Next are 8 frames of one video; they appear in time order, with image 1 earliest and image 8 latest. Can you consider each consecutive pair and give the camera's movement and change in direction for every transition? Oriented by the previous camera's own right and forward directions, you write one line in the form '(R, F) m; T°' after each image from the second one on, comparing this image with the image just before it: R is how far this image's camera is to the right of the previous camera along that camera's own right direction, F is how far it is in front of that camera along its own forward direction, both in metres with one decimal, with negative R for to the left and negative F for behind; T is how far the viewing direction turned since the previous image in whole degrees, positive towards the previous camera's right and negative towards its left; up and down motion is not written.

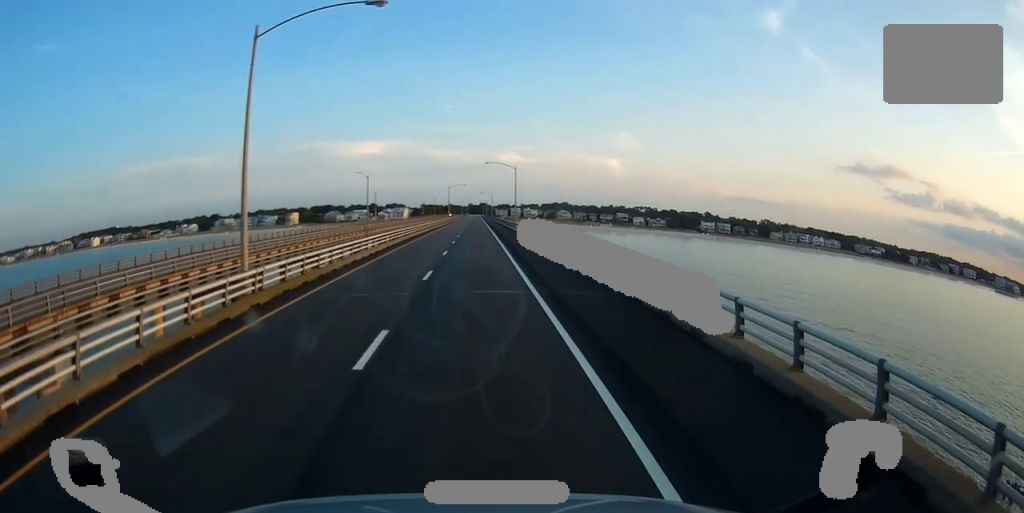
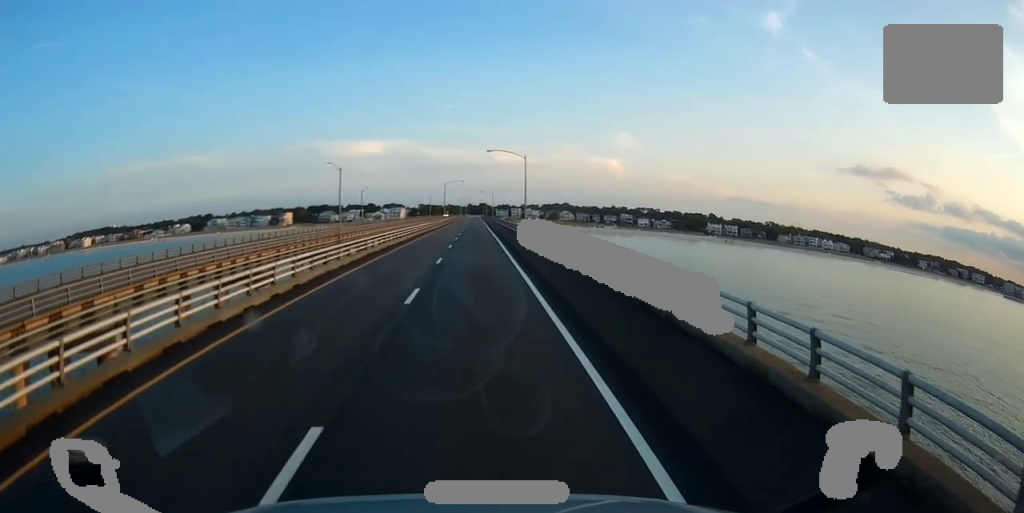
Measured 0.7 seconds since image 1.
(+0.5, +18.1) m; 0°
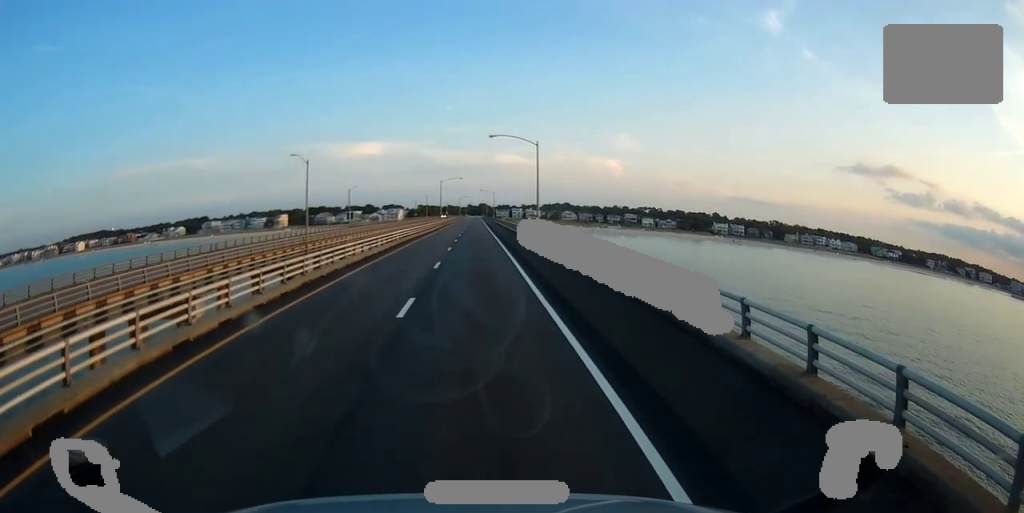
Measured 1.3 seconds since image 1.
(-0.4, +13.9) m; -1°
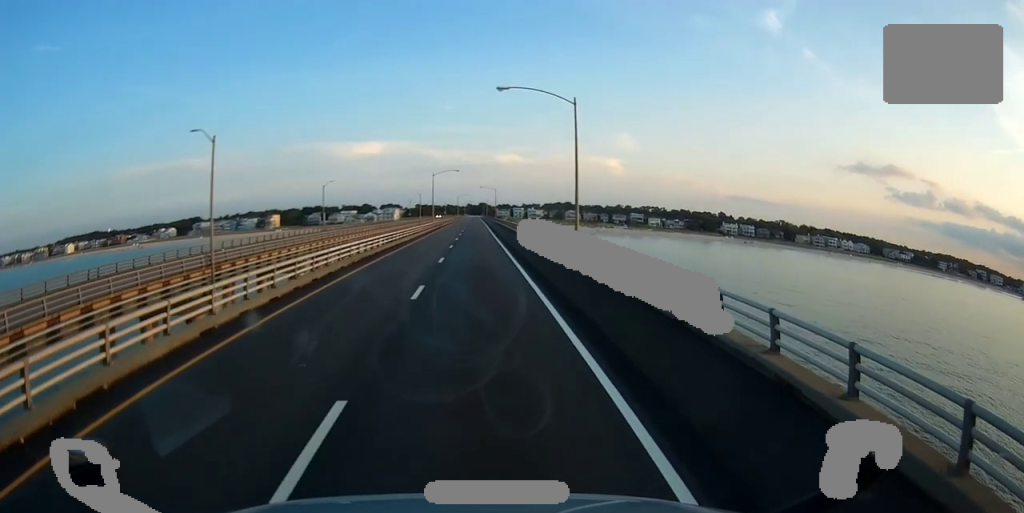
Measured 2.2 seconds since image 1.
(-0.3, +21.9) m; 0°
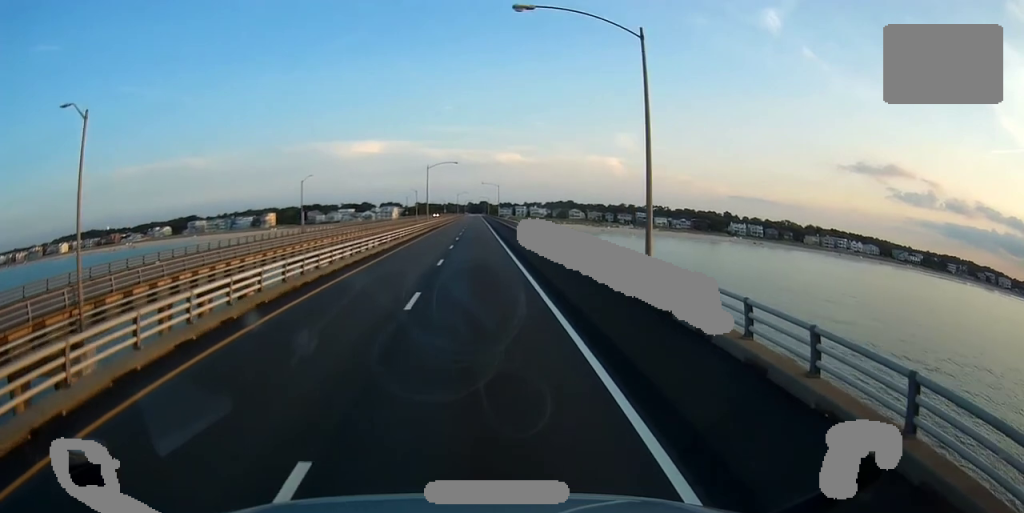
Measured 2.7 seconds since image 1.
(-0.2, +13.9) m; 0°
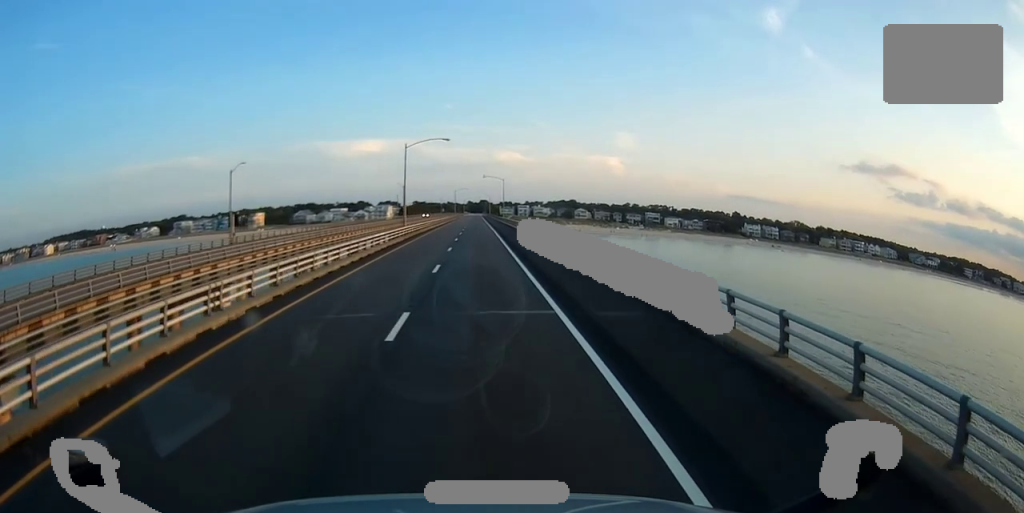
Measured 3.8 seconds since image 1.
(+0.5, +27.9) m; 0°
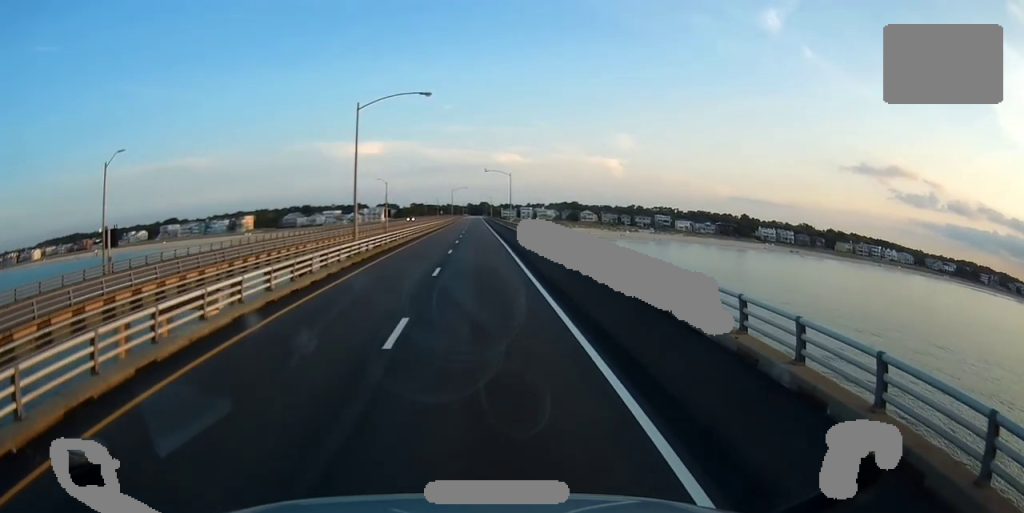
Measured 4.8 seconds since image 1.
(-0.4, +24.9) m; 0°
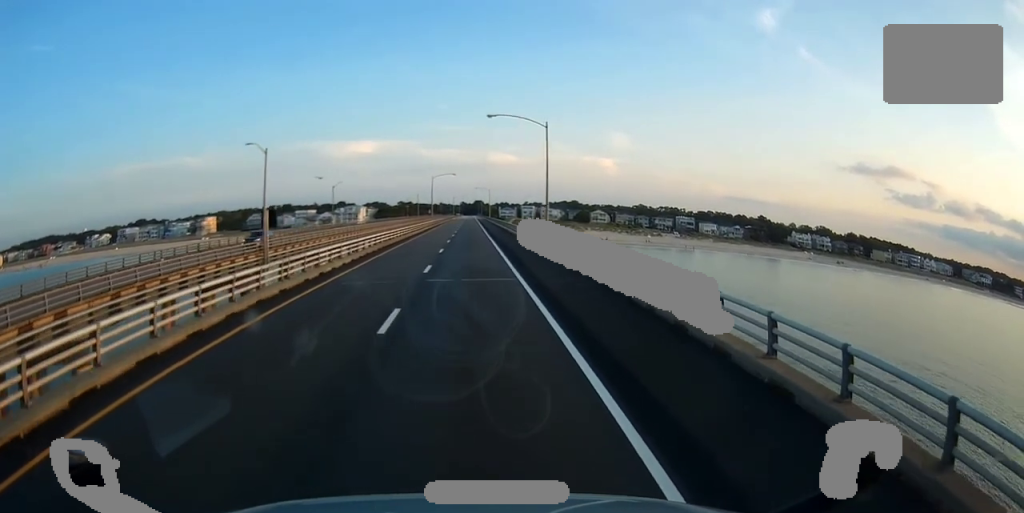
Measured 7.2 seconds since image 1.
(+0.3, +59.3) m; 0°
